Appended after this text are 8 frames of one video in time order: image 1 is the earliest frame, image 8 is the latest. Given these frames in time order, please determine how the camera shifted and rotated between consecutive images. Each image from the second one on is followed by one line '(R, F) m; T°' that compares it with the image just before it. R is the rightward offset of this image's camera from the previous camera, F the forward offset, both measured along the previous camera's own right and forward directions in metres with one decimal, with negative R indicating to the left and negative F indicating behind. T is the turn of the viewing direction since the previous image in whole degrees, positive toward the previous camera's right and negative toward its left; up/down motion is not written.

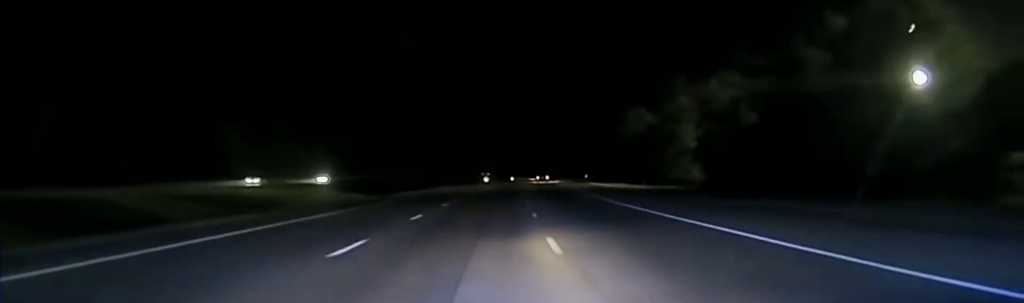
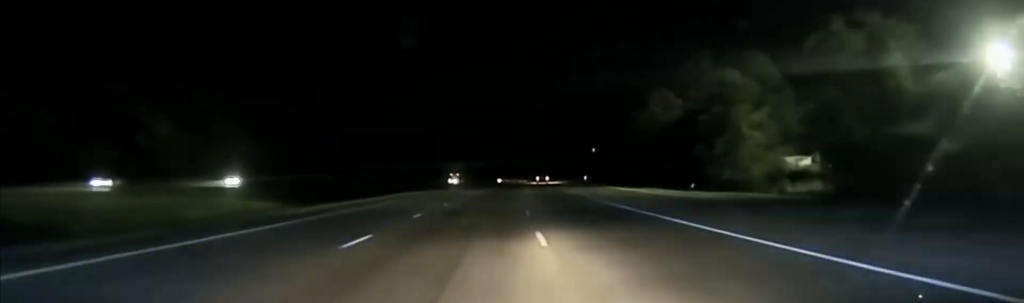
(+0.4, +35.2) m; +1°
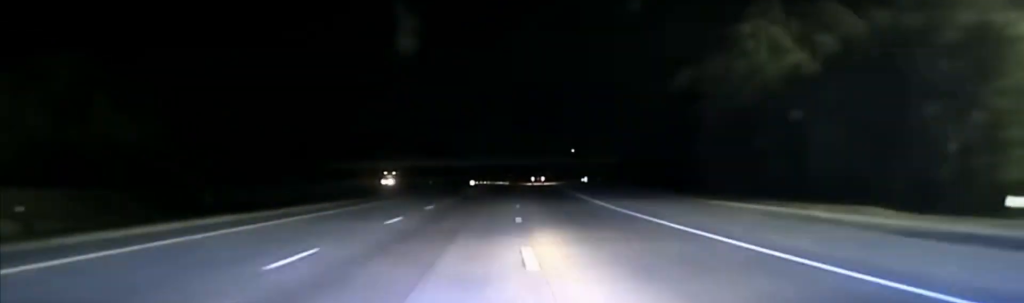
(+0.3, +51.3) m; +1°
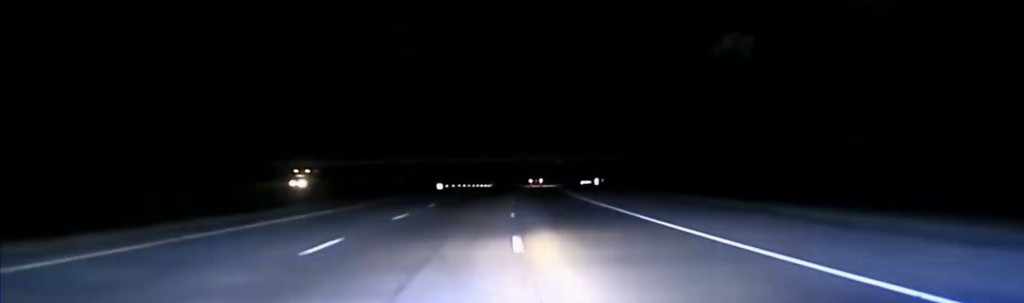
(+0.6, +42.9) m; +1°
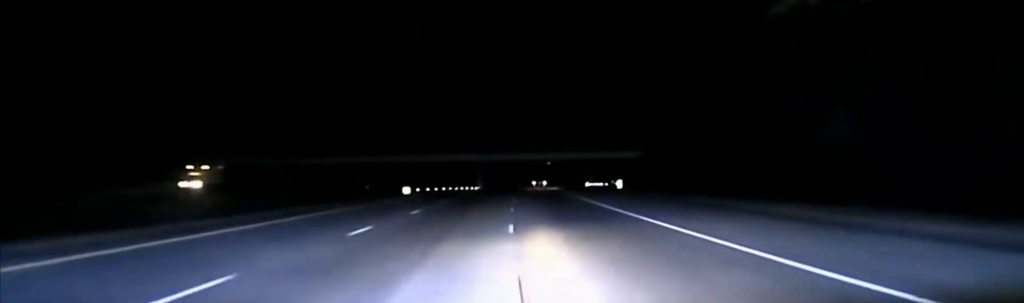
(-0.1, +33.7) m; +1°
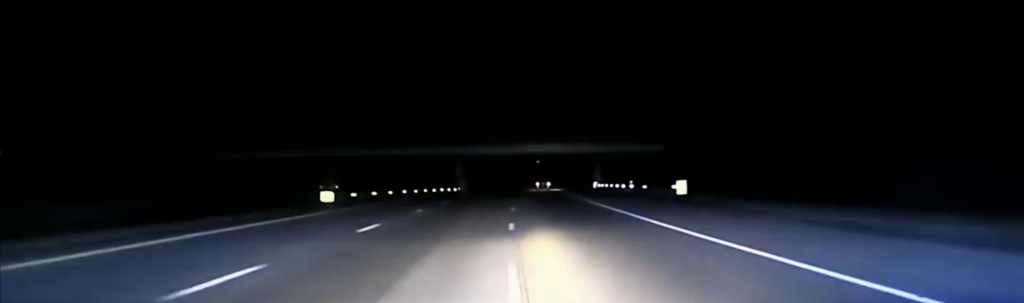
(+0.5, +33.8) m; +1°
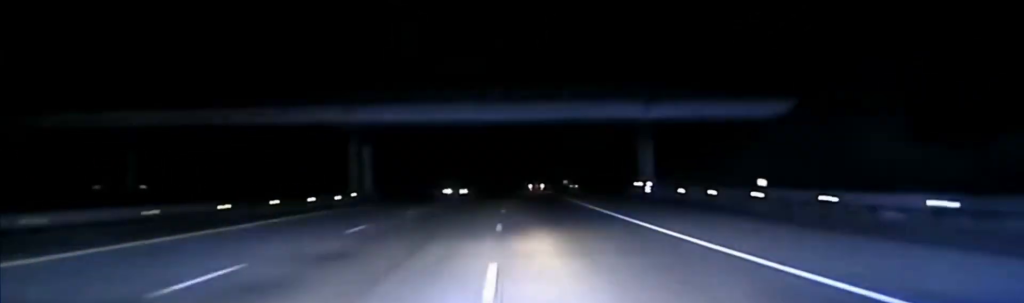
(+1.0, +71.0) m; +2°
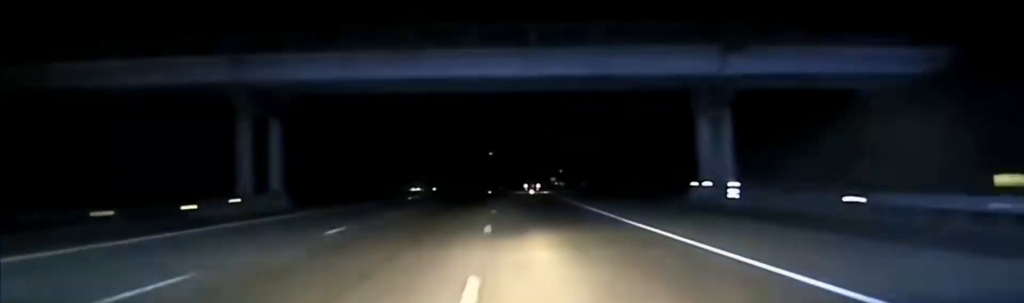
(+0.1, +25.3) m; +1°
